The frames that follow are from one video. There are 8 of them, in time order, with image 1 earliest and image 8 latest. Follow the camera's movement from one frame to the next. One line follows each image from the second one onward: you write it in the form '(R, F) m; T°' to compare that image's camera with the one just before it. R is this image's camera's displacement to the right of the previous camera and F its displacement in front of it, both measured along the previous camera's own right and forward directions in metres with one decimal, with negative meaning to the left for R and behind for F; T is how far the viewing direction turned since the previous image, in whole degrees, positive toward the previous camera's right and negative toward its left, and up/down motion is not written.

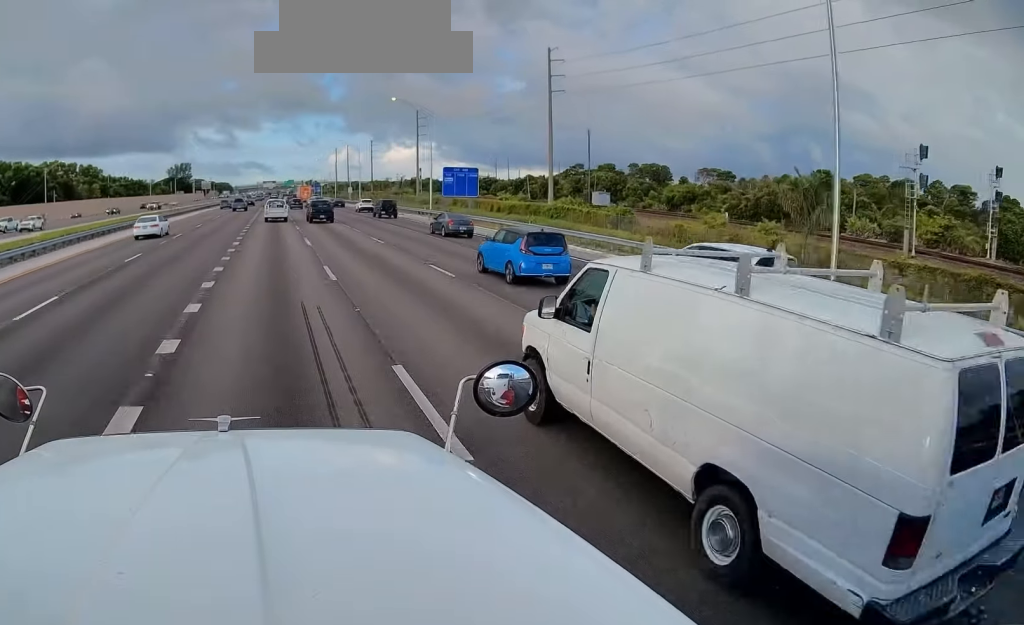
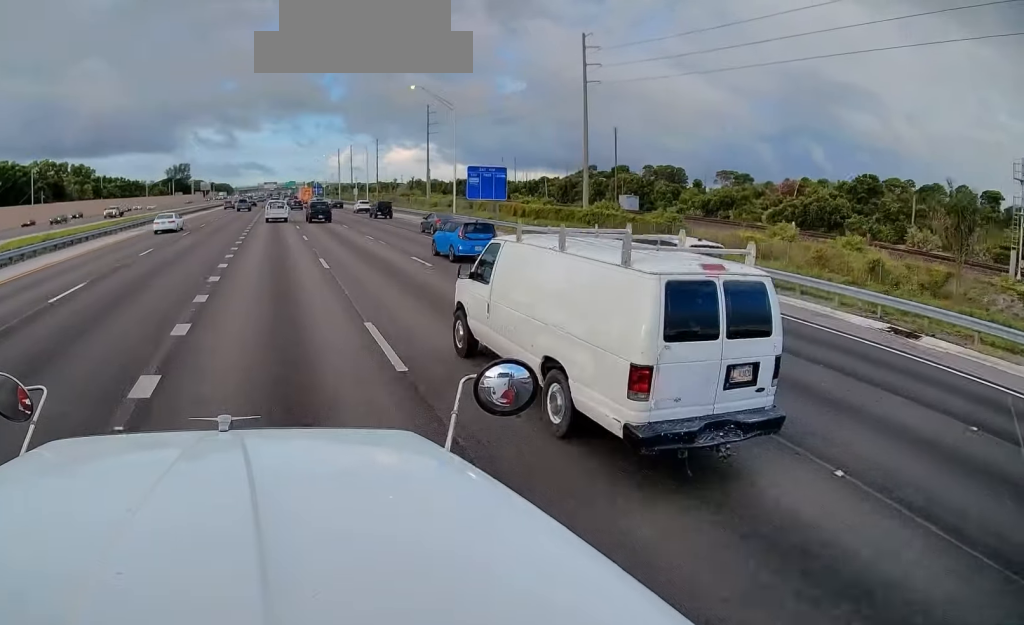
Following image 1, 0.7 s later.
(+0.3, +9.5) m; 0°
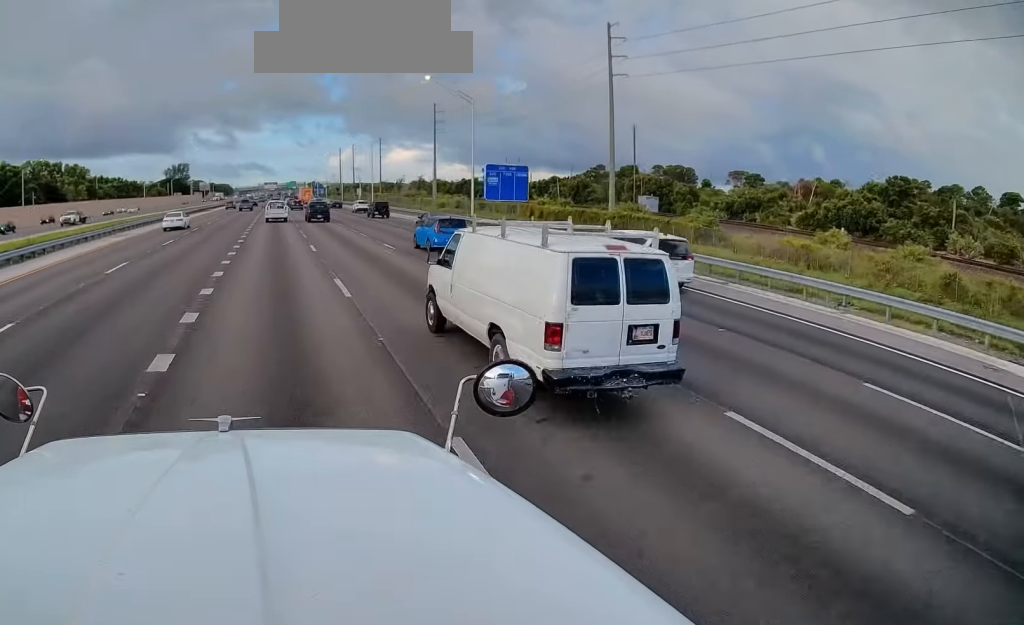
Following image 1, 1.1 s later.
(-0.1, +6.1) m; -1°
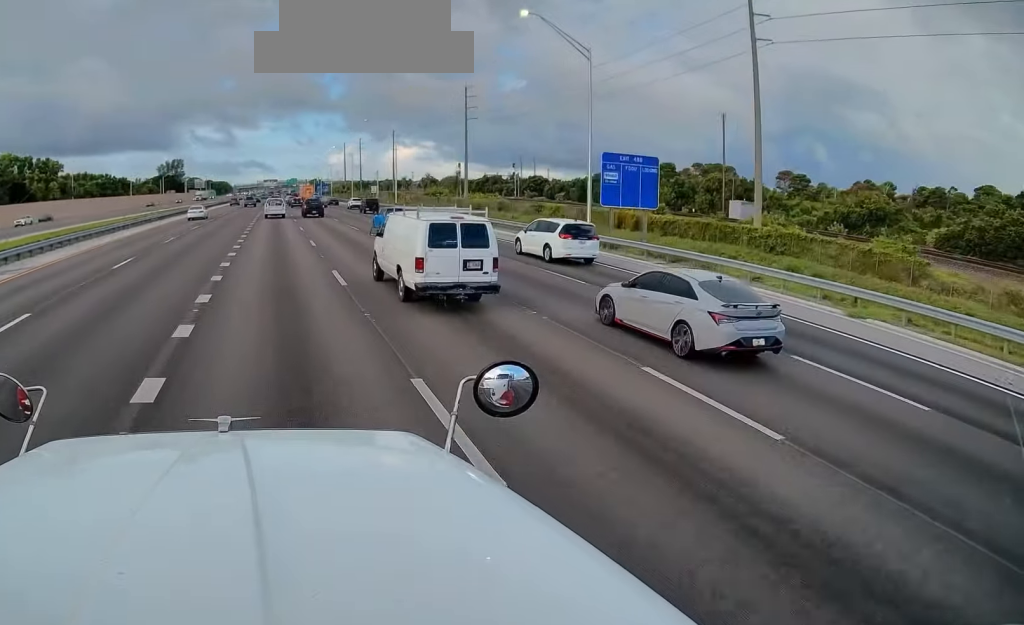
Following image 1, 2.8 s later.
(-0.4, +23.3) m; -1°
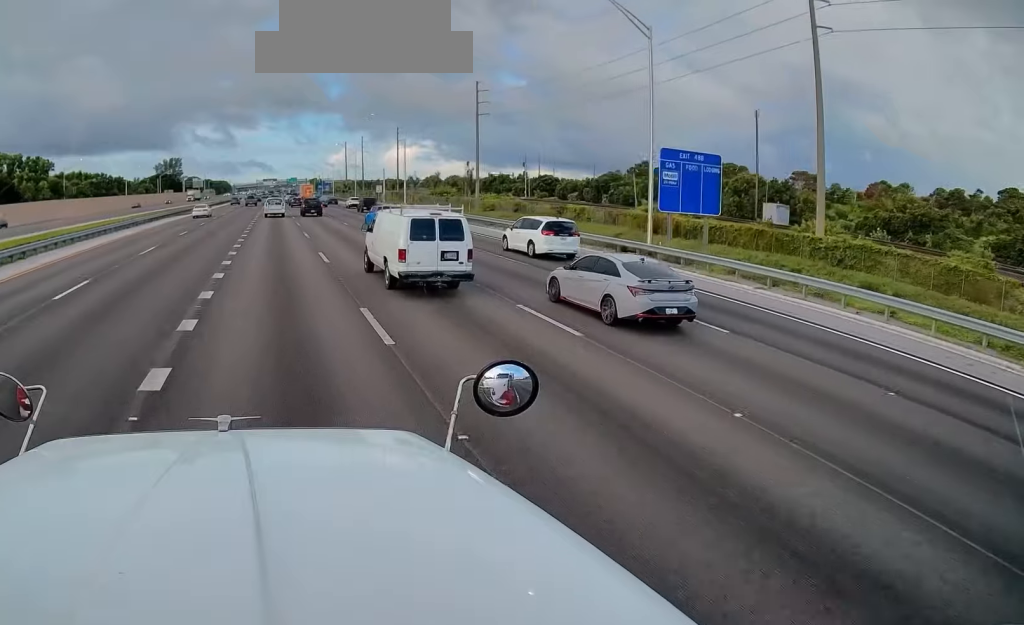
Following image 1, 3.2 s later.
(0.0, +6.9) m; +1°
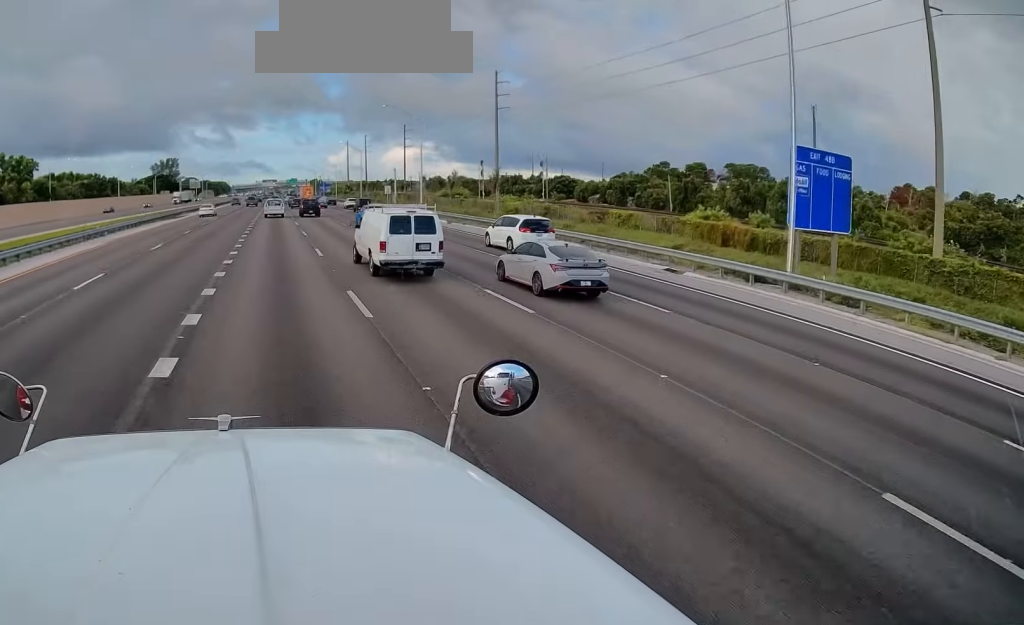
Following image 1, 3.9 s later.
(0.0, +10.5) m; +1°
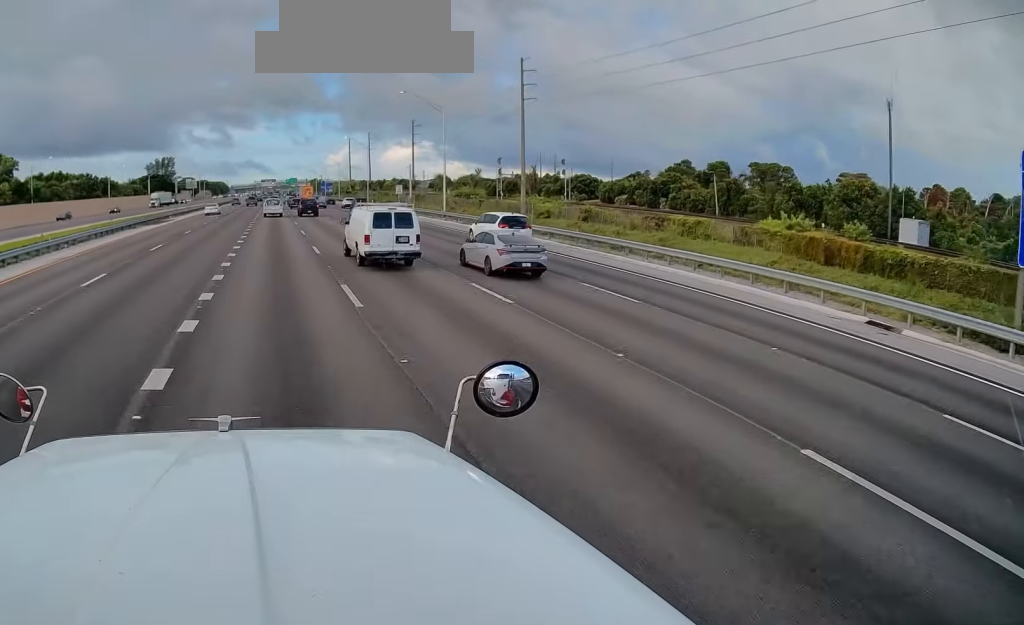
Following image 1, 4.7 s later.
(+0.2, +11.8) m; 0°
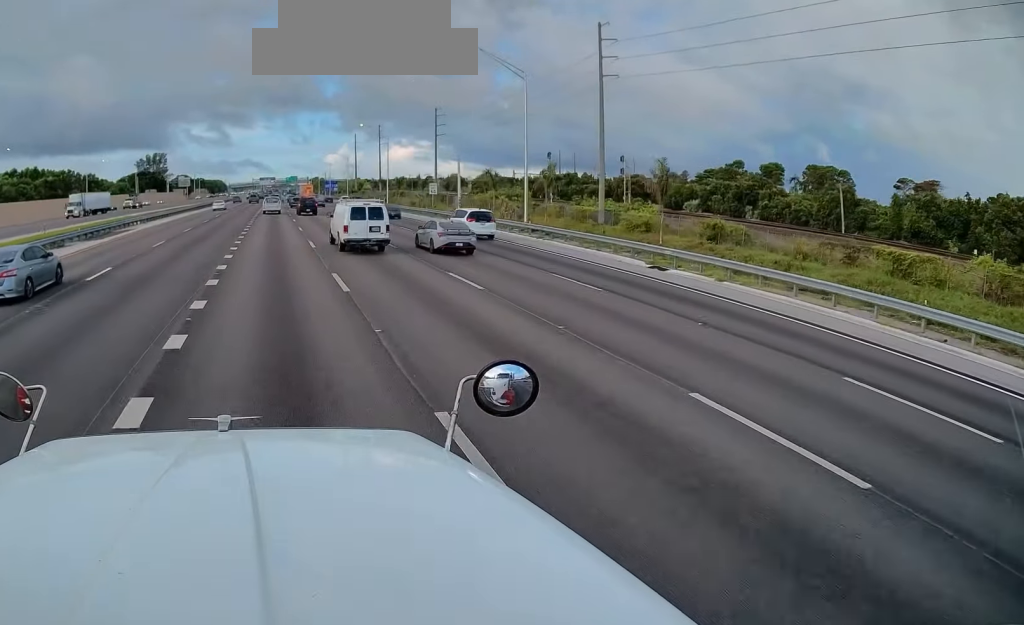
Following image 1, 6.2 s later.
(-0.5, +24.9) m; -1°
